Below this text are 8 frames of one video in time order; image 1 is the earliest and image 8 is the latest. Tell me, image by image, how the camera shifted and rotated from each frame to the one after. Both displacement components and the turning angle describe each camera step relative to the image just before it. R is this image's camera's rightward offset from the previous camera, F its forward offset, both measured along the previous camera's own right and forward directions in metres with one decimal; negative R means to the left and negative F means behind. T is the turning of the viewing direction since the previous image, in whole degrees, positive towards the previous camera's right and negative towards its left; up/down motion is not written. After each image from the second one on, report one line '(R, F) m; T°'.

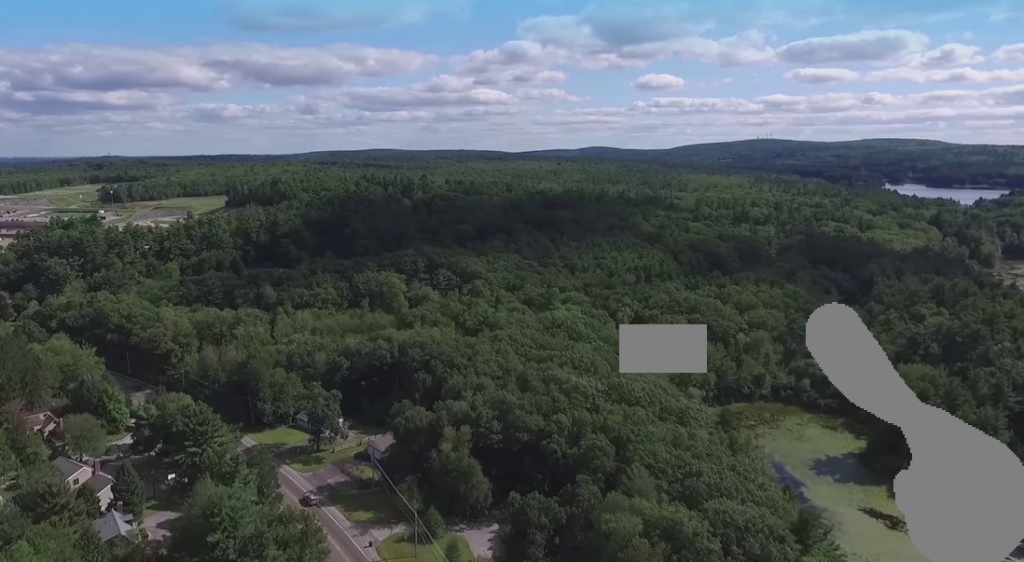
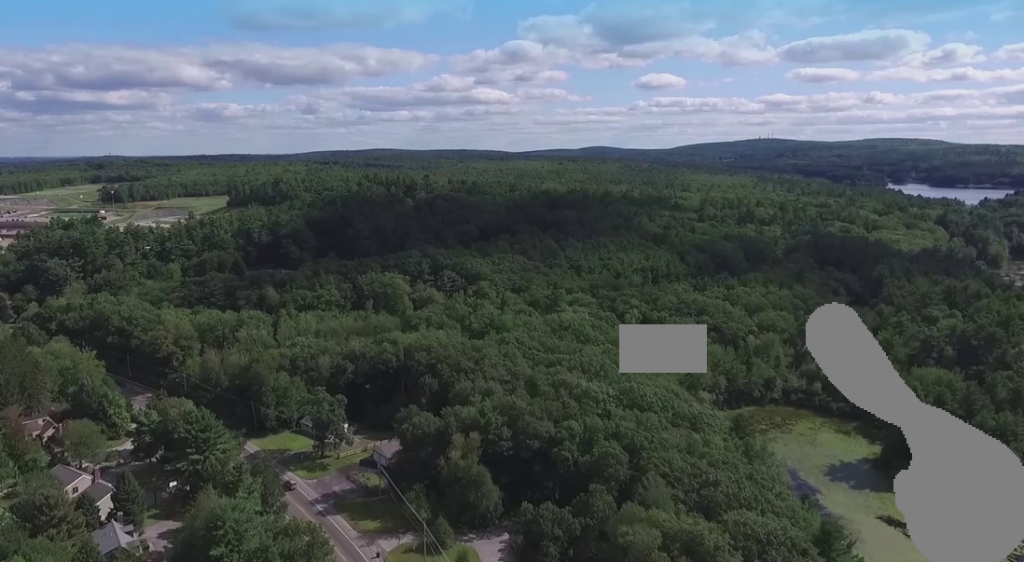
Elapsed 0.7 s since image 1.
(0.0, +4.3) m; 0°
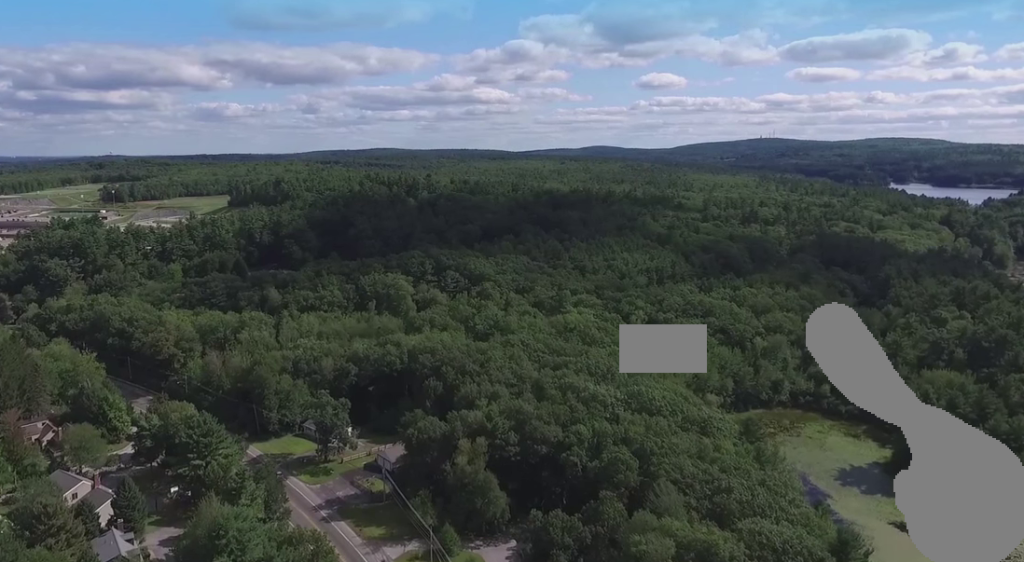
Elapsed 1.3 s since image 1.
(0.0, +3.1) m; -1°
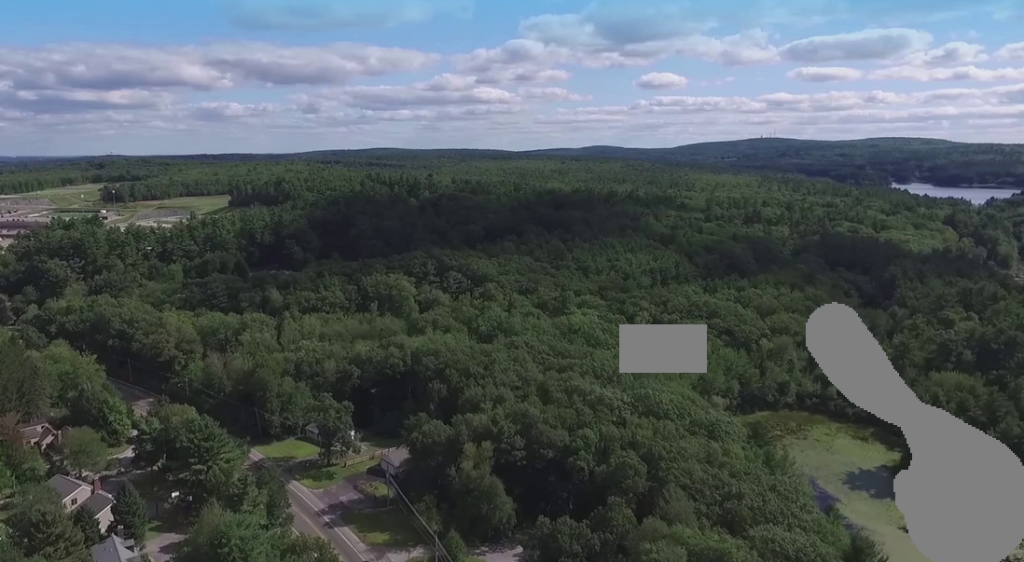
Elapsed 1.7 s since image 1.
(0.0, +2.7) m; -1°
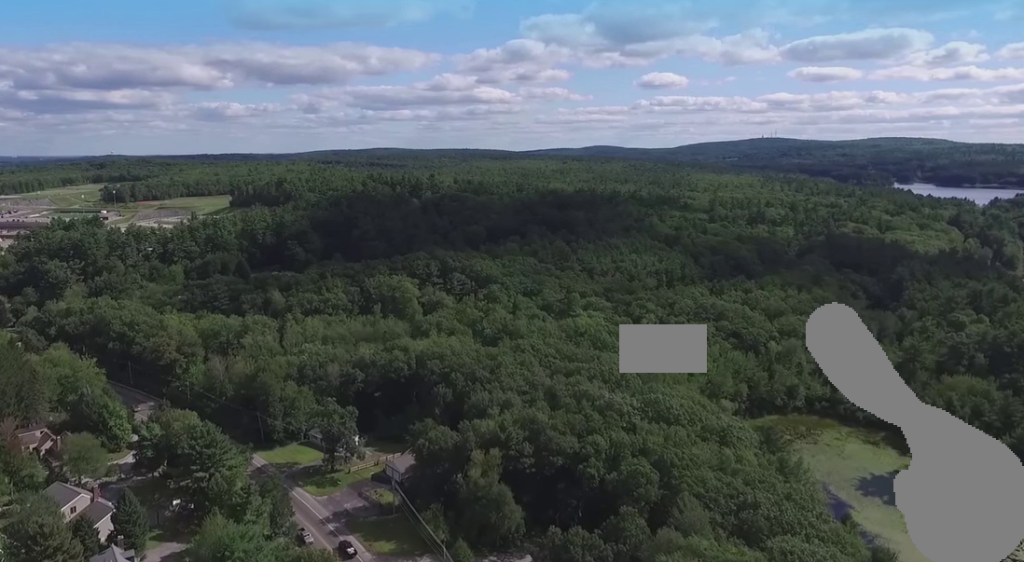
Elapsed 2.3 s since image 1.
(0.0, +3.6) m; -1°
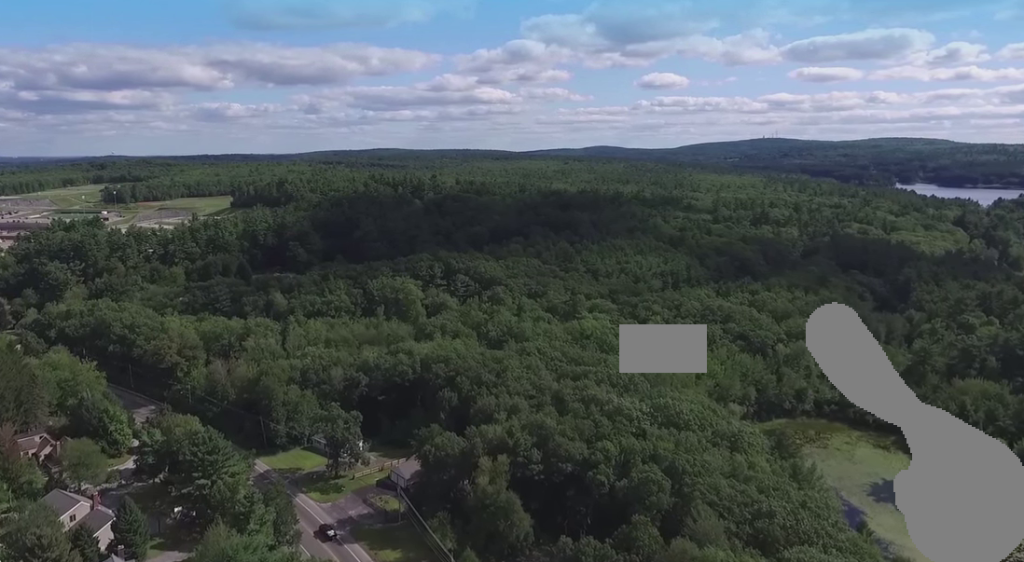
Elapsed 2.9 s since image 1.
(0.0, +3.1) m; -1°
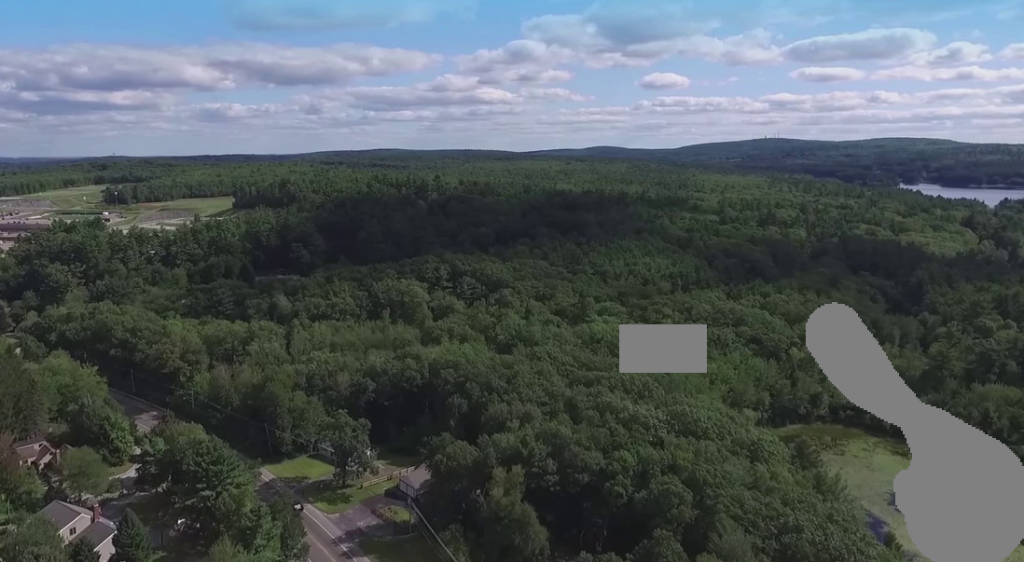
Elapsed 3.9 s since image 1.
(-0.1, +5.3) m; -1°
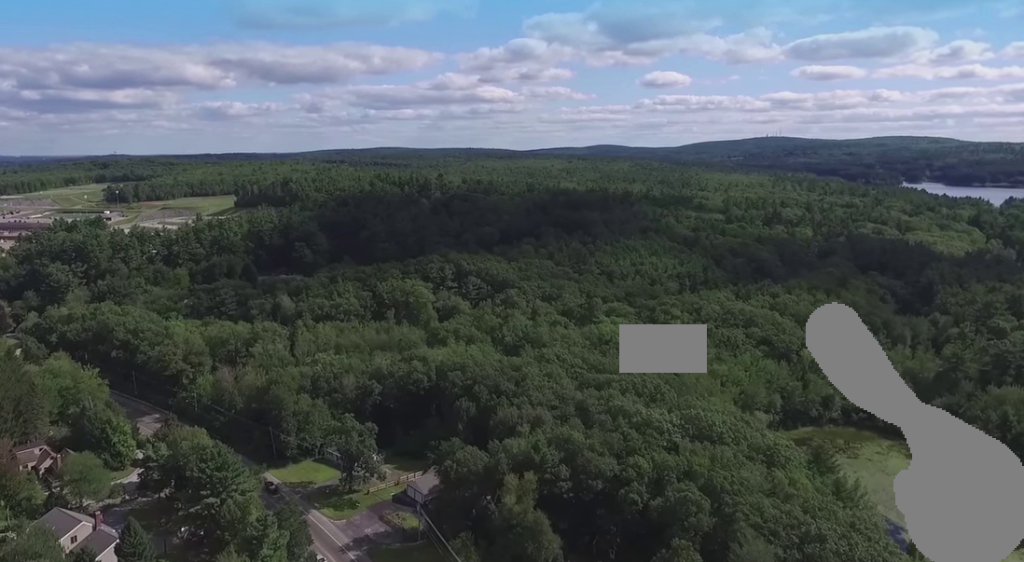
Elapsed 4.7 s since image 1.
(0.0, +4.0) m; 0°
